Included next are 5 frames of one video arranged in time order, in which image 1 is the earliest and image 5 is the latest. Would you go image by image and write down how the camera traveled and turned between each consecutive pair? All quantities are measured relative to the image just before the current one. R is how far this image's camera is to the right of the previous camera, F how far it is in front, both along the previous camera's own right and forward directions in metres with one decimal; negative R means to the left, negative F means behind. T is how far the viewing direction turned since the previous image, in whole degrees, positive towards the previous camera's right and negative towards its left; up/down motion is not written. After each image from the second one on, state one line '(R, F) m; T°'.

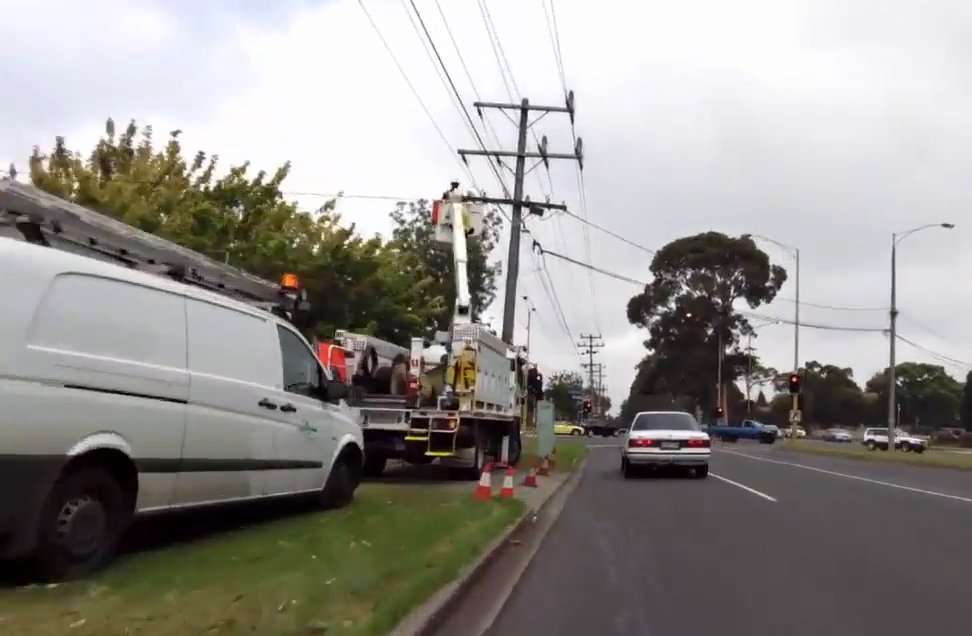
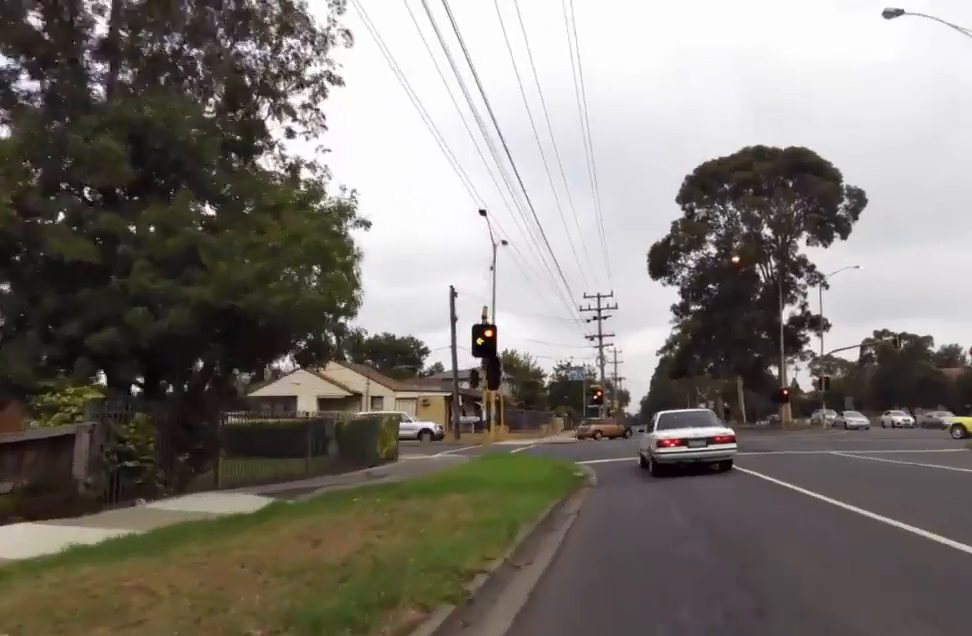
(+0.1, +22.5) m; +1°
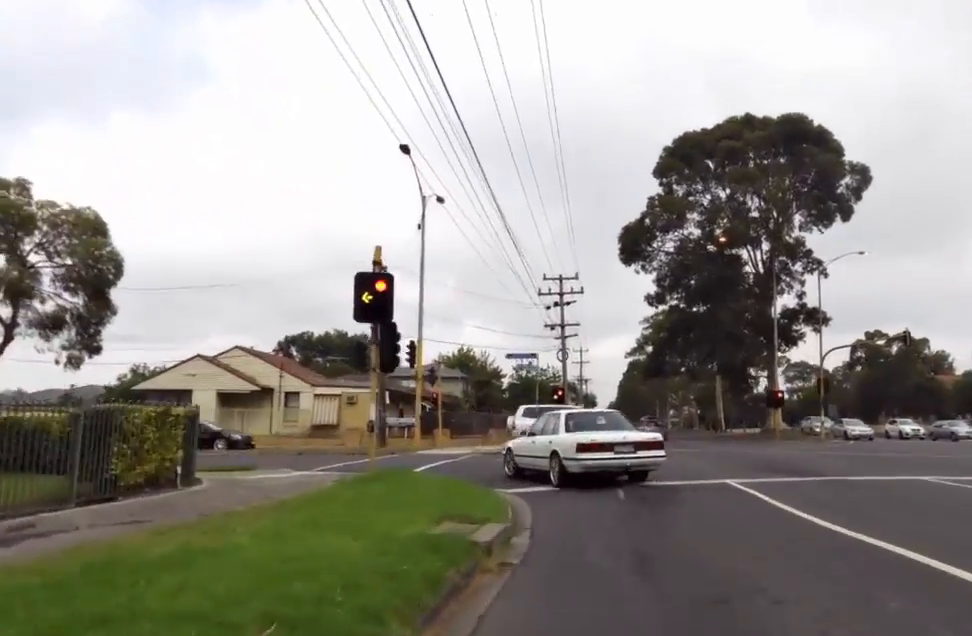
(+0.8, +8.2) m; -3°
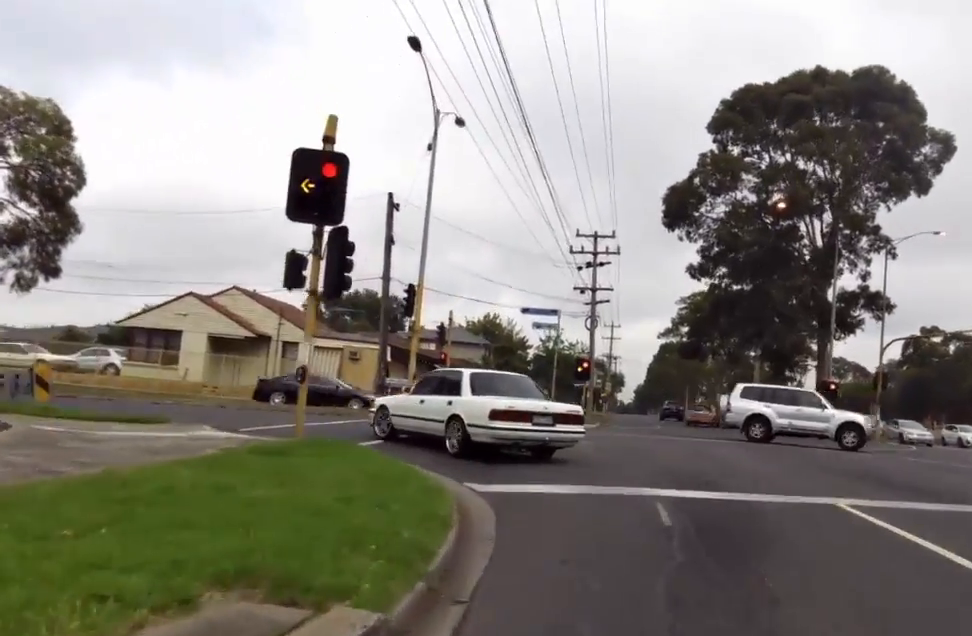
(-0.7, +5.1) m; -8°
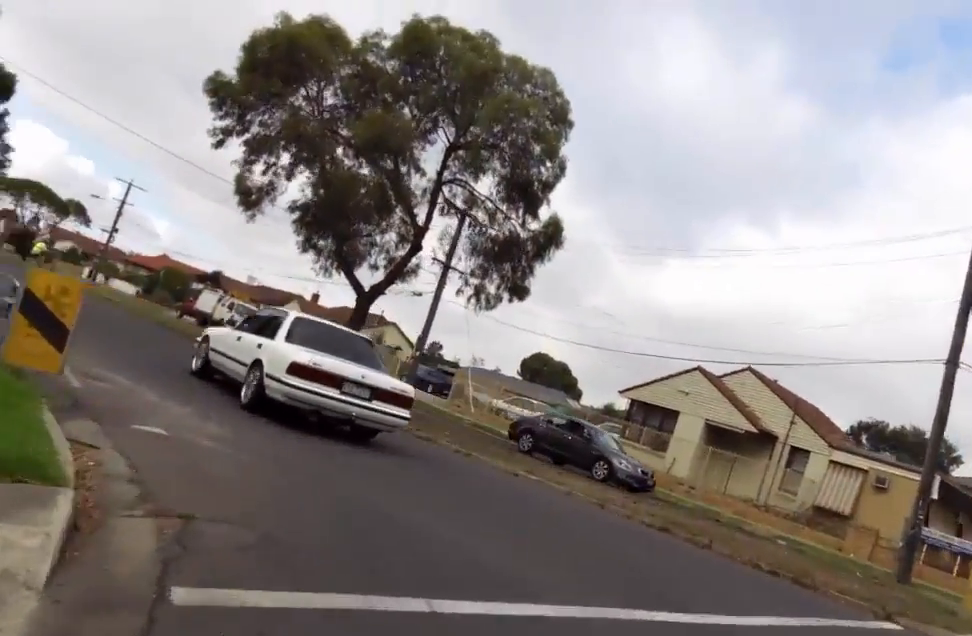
(-3.6, +12.0) m; -54°
